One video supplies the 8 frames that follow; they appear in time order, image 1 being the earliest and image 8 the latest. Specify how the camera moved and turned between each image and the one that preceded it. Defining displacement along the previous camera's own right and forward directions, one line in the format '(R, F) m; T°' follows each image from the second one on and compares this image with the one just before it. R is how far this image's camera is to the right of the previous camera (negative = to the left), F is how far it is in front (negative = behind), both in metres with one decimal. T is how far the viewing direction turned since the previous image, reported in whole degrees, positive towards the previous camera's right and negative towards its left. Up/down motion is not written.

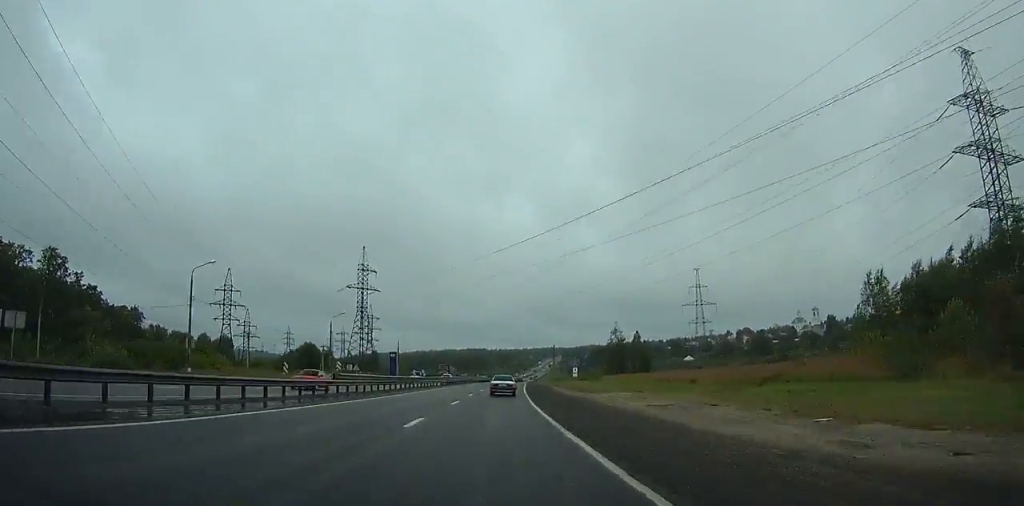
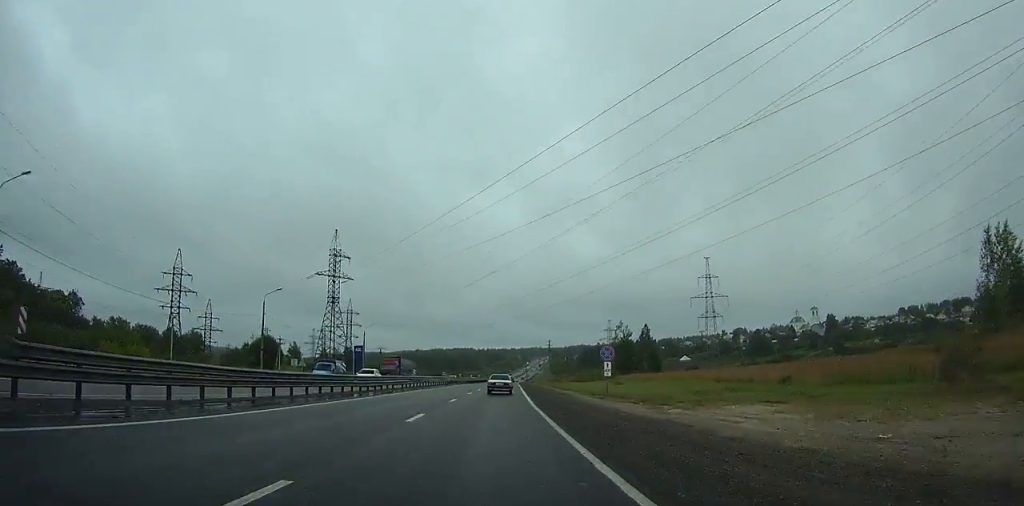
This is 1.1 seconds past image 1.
(+0.1, +22.6) m; +1°
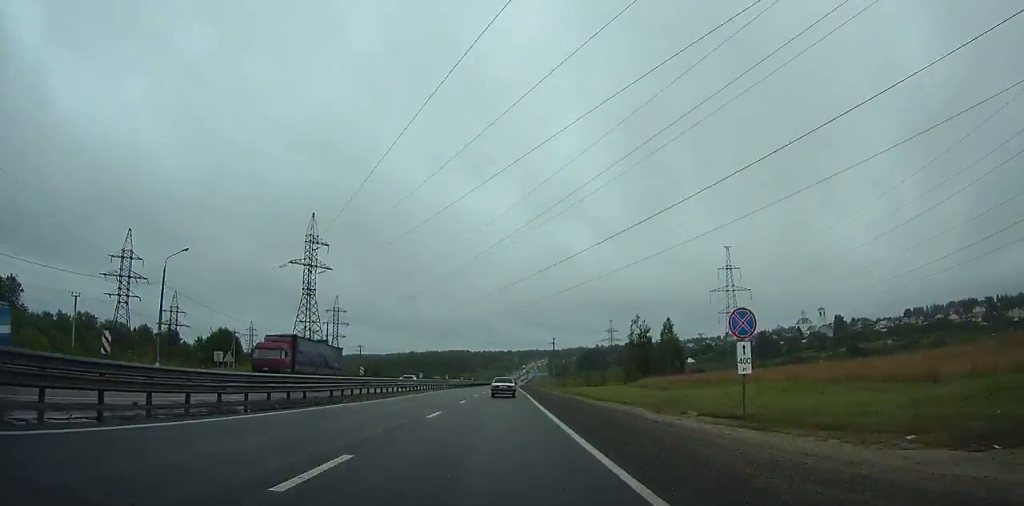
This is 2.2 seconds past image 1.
(+0.1, +21.2) m; +1°
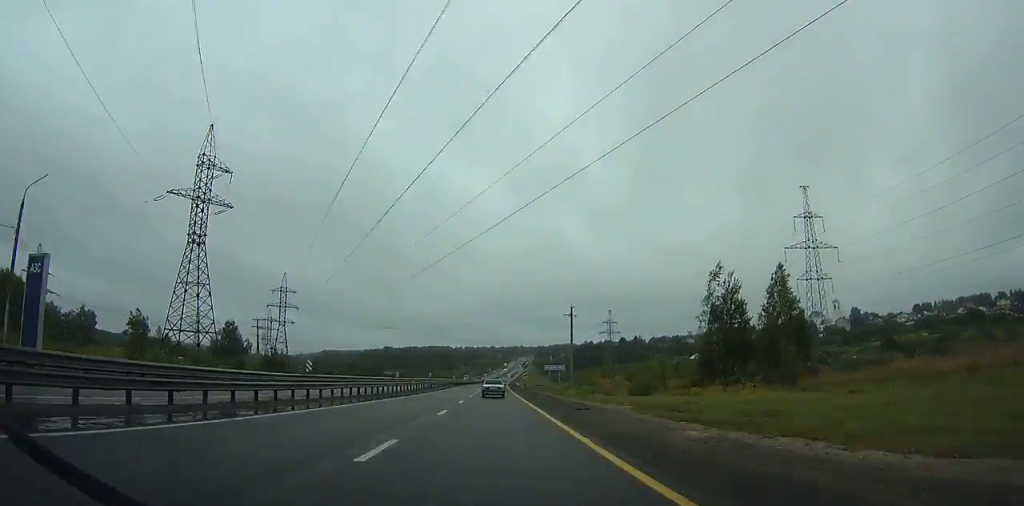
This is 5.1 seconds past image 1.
(+0.9, +56.9) m; +2°
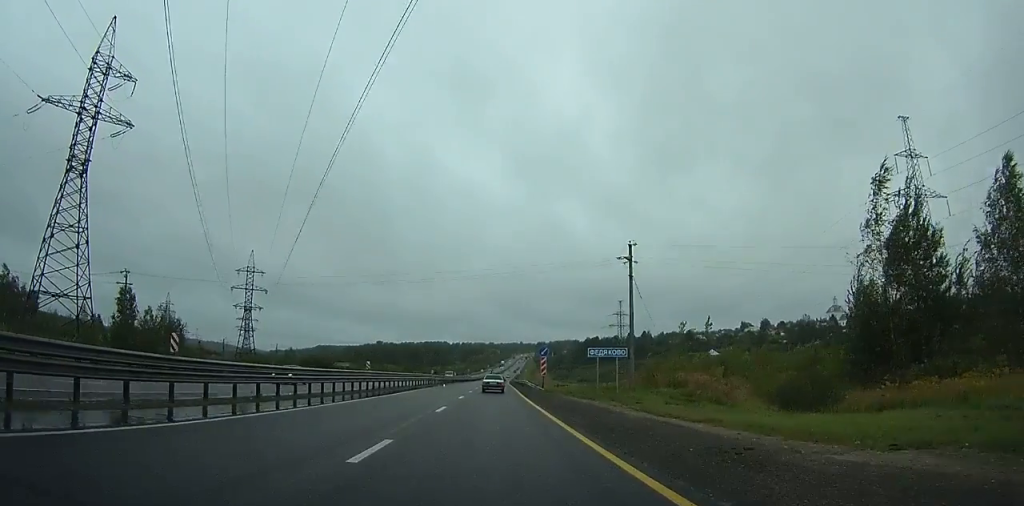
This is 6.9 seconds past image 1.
(+0.4, +35.7) m; +1°
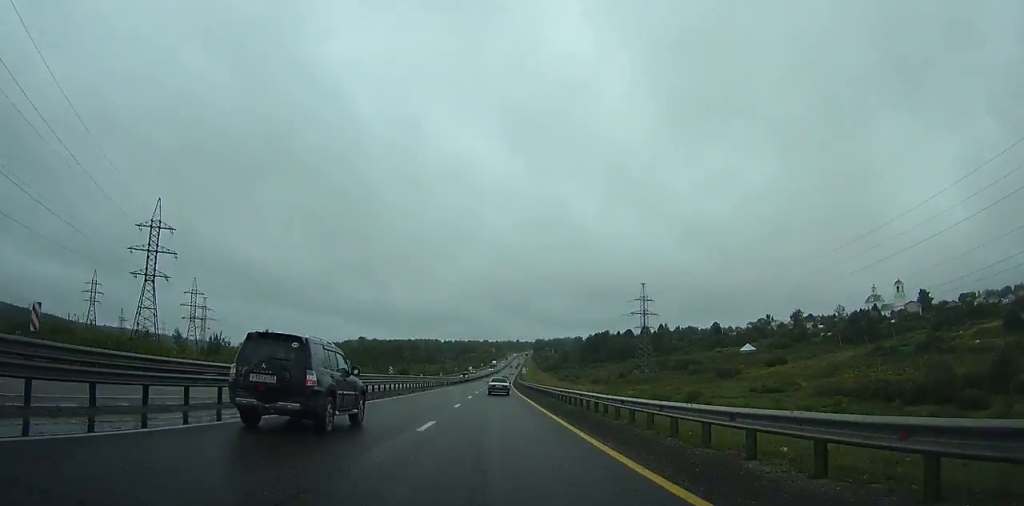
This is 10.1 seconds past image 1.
(+0.1, +65.1) m; 0°
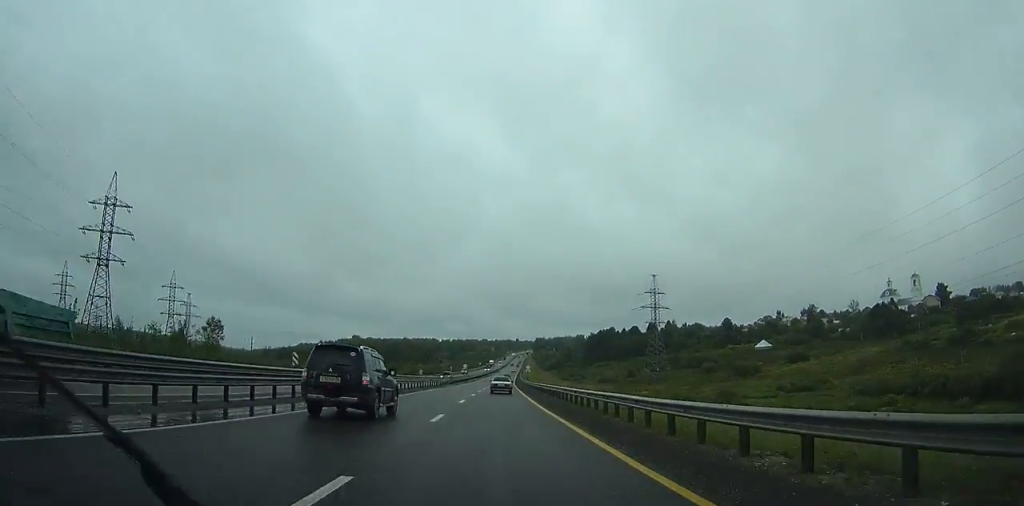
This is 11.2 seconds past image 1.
(0.0, +21.4) m; 0°
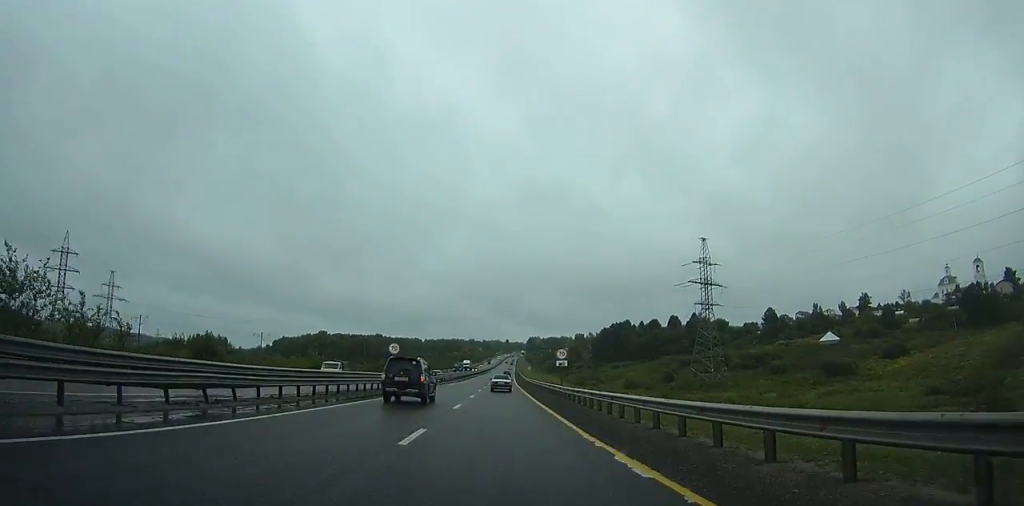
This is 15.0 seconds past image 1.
(+0.6, +76.6) m; +1°
